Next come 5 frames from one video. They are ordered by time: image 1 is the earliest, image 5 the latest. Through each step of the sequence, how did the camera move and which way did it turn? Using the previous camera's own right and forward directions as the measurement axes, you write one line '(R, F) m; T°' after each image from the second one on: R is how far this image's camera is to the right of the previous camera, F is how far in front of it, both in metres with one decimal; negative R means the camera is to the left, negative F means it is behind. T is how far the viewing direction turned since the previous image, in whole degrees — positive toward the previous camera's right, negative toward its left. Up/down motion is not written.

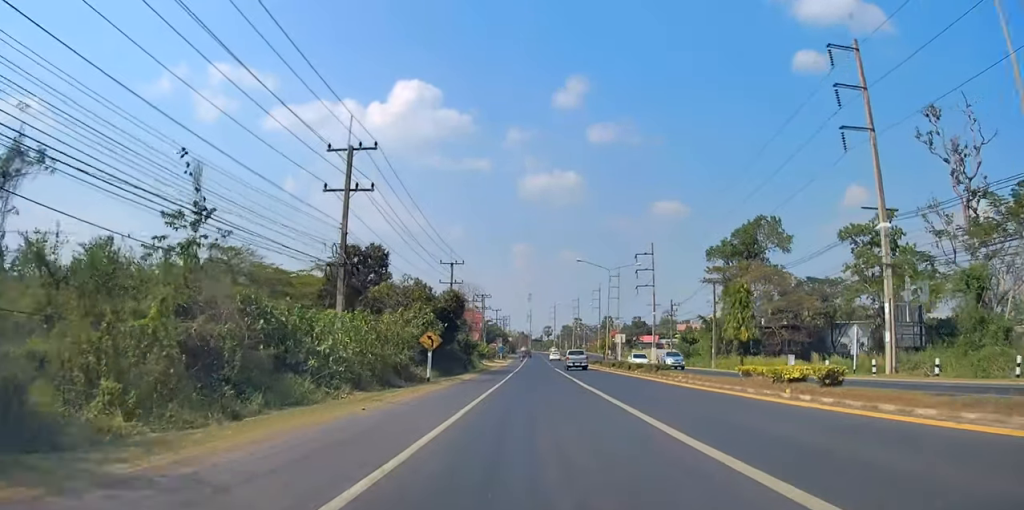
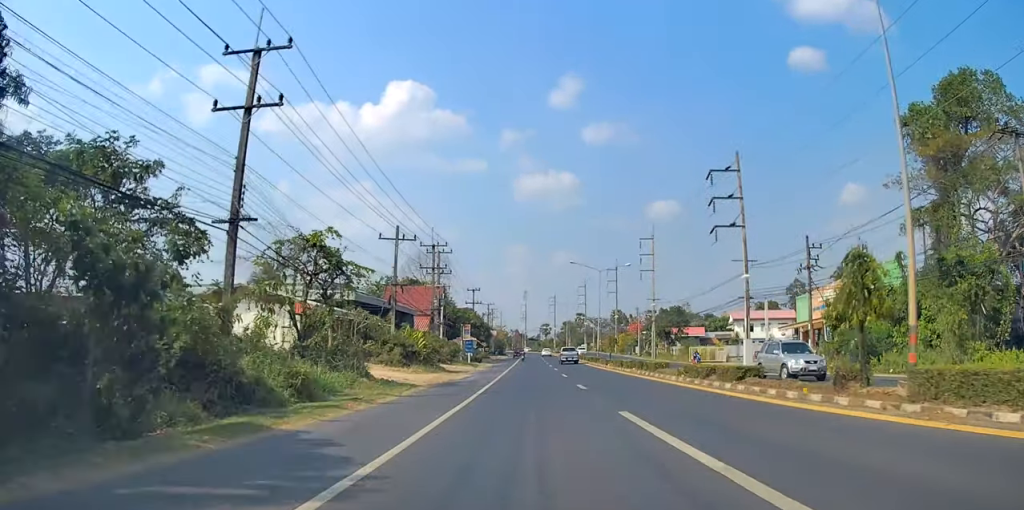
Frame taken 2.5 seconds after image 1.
(-0.8, +49.4) m; +1°
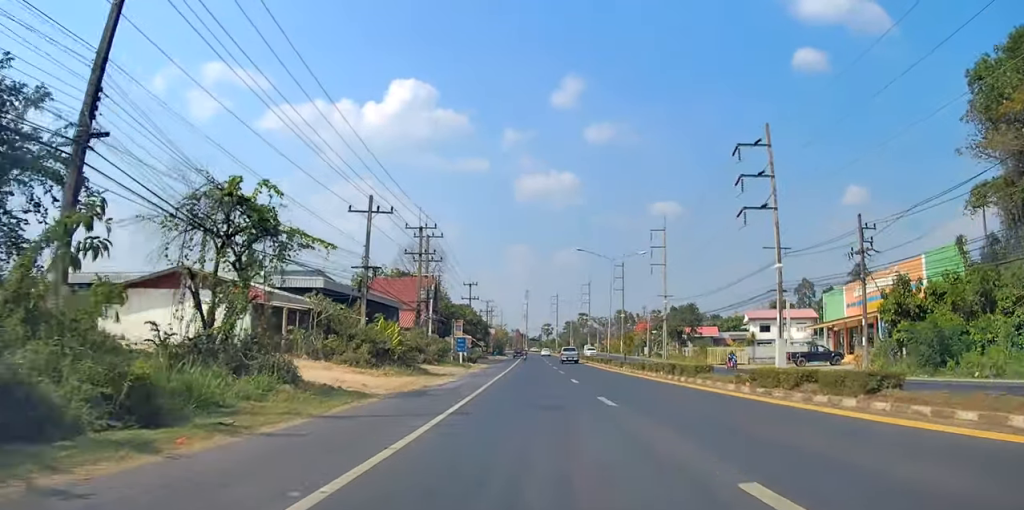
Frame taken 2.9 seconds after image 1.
(0.0, +8.3) m; -1°
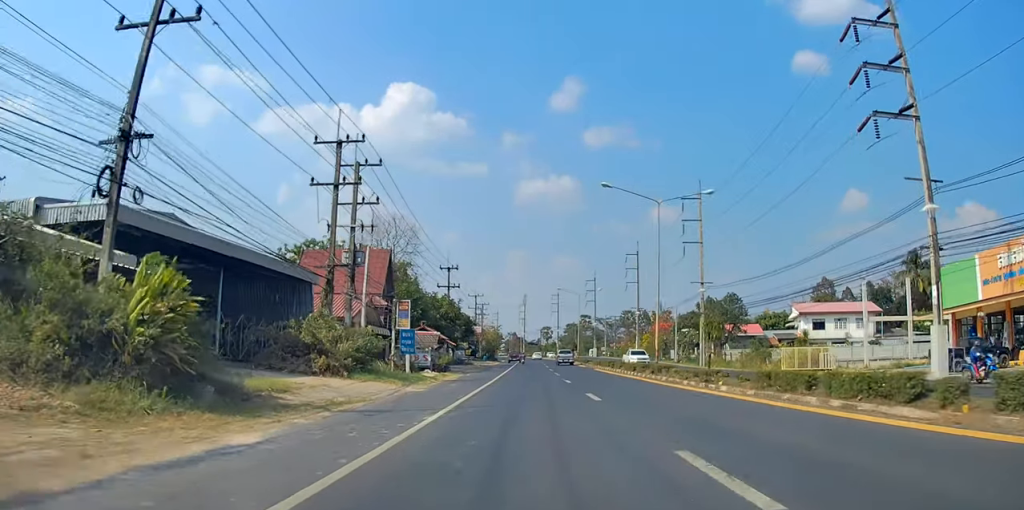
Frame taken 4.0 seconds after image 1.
(-0.5, +22.4) m; 0°
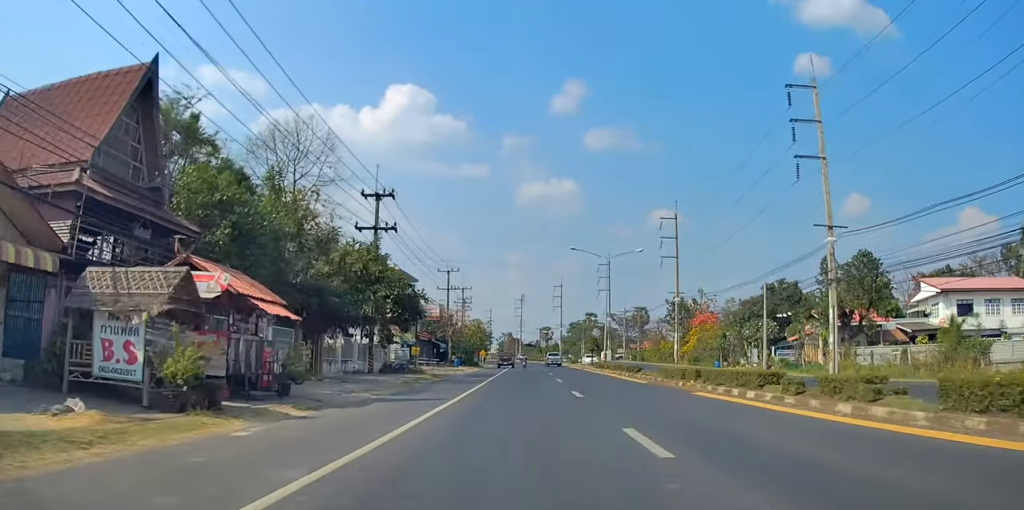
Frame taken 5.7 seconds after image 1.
(+1.1, +33.2) m; +1°
